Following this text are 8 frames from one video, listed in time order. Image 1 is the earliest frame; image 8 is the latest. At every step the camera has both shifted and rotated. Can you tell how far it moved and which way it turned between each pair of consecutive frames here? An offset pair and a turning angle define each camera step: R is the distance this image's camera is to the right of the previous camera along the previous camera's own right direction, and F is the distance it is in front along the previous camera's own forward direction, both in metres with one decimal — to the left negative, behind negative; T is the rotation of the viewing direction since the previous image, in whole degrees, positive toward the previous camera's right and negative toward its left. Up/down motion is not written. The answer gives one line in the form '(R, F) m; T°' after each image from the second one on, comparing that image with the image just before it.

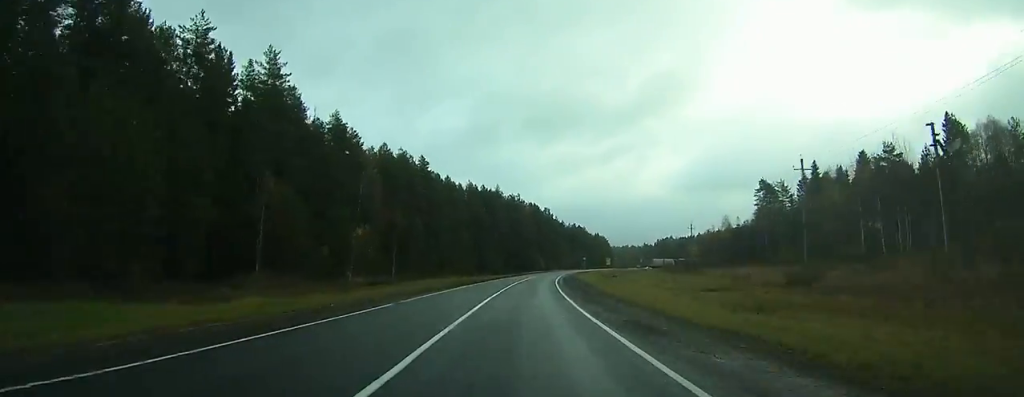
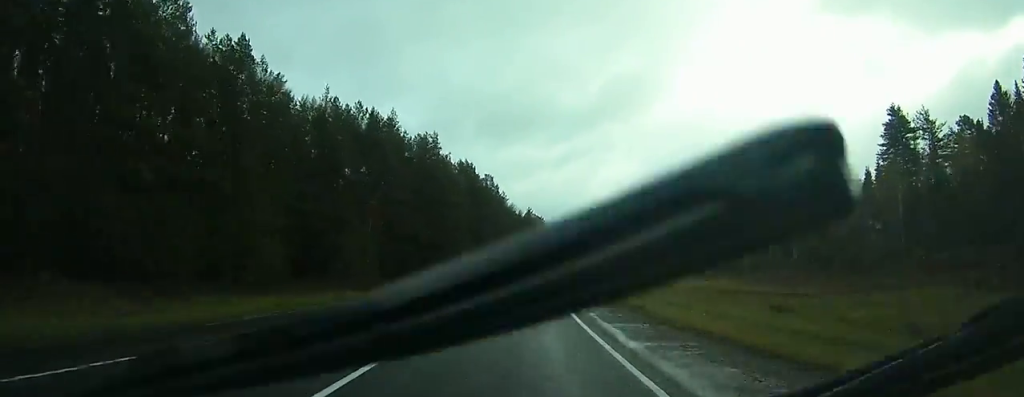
(+3.2, +89.0) m; +5°
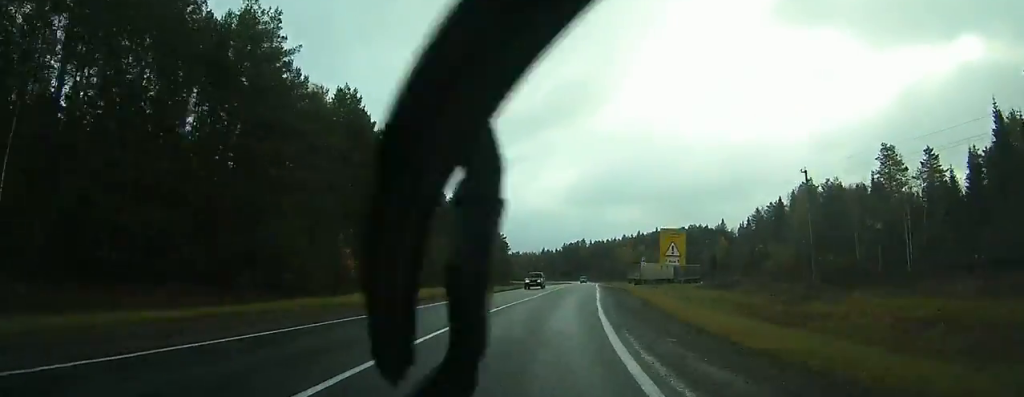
(+1.9, +49.1) m; +6°
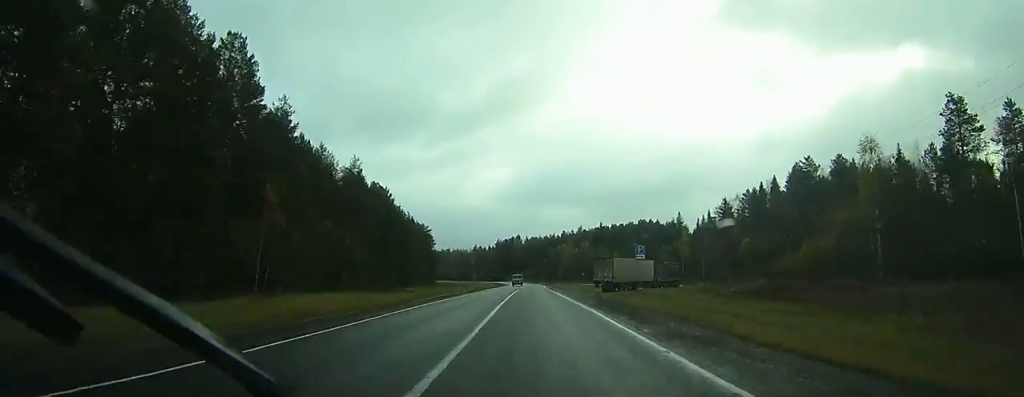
(+1.7, +35.3) m; +5°
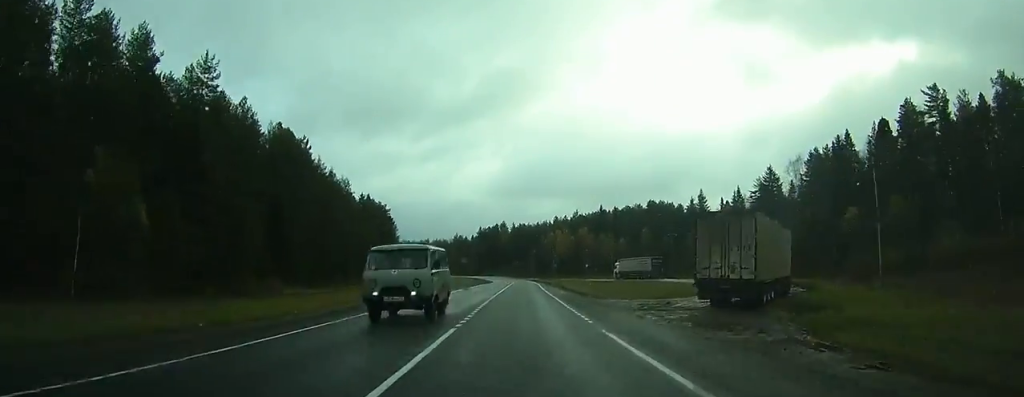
(+2.3, +47.1) m; +3°
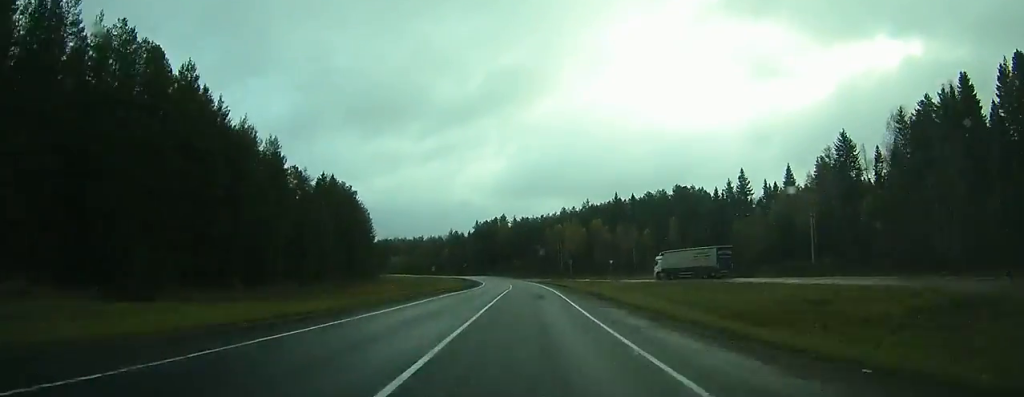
(+0.4, +35.6) m; +1°
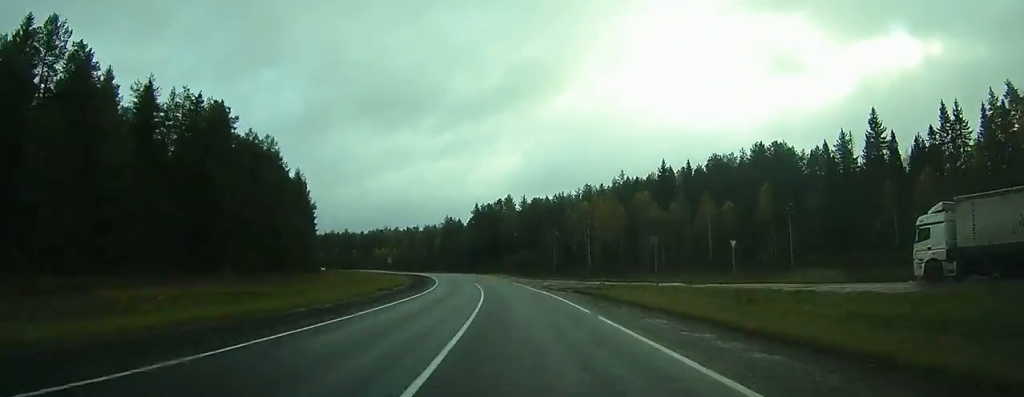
(-0.3, +57.8) m; -2°
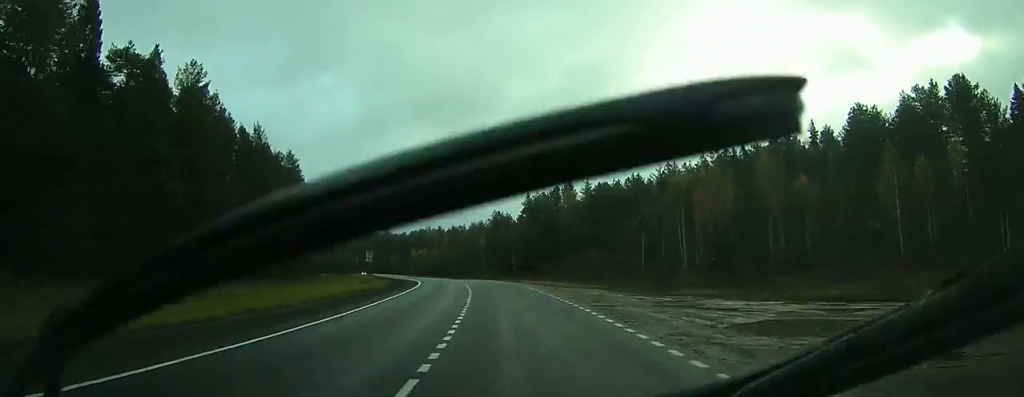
(-1.2, +40.6) m; -5°
